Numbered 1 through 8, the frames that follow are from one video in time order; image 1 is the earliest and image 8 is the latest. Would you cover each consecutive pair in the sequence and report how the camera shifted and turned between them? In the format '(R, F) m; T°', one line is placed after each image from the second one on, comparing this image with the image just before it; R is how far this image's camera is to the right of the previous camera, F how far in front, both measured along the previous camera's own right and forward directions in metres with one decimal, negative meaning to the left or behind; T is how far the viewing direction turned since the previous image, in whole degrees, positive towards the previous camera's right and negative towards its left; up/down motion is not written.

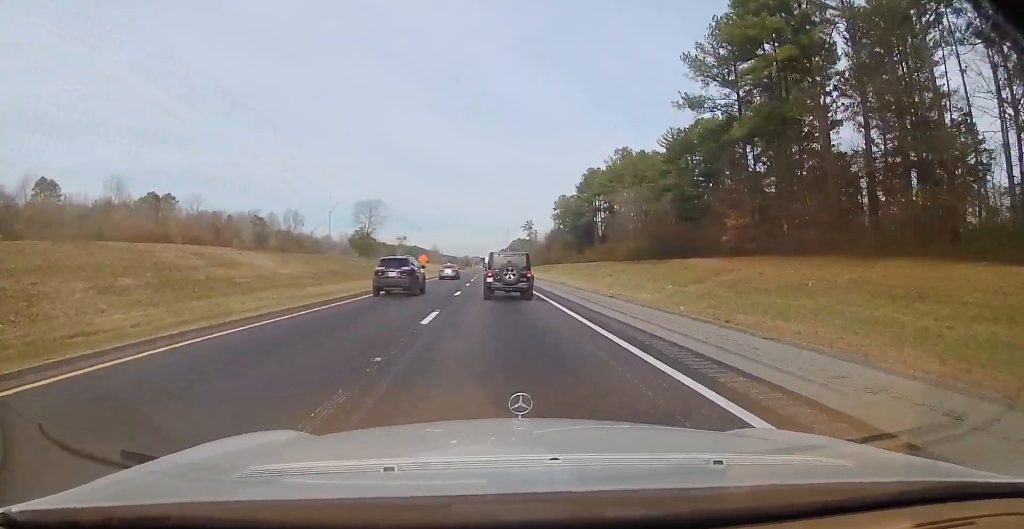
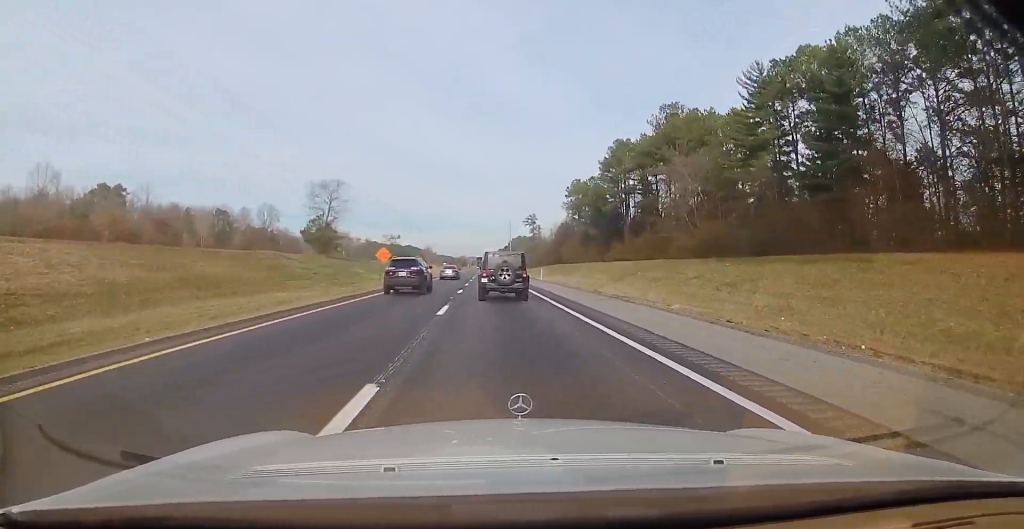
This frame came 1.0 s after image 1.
(0.0, +33.5) m; 0°
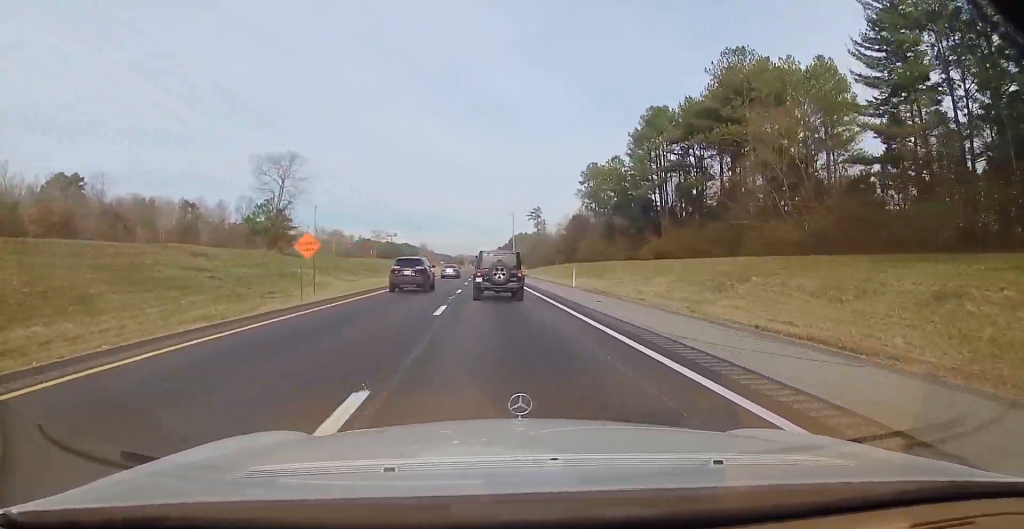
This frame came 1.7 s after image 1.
(-0.2, +24.5) m; 0°
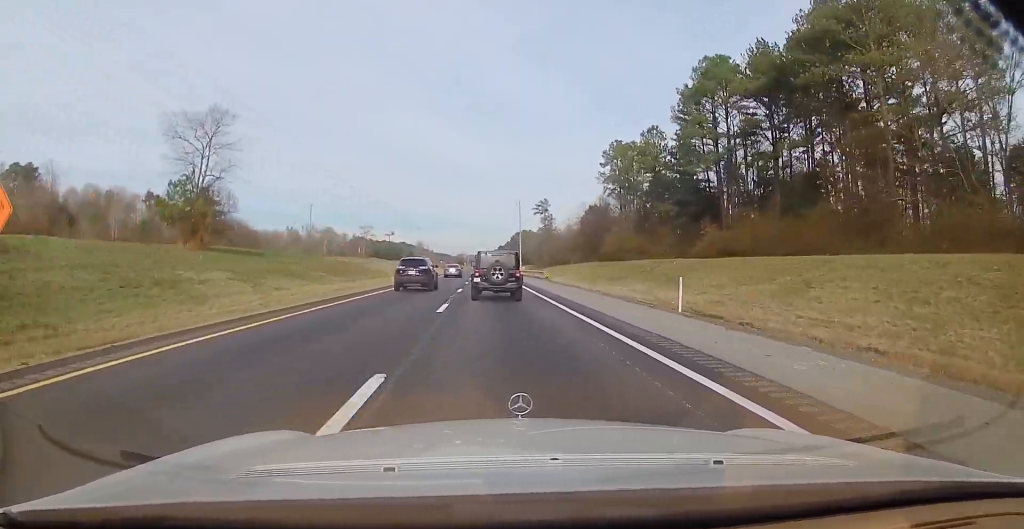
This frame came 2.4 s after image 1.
(+0.3, +23.4) m; 0°
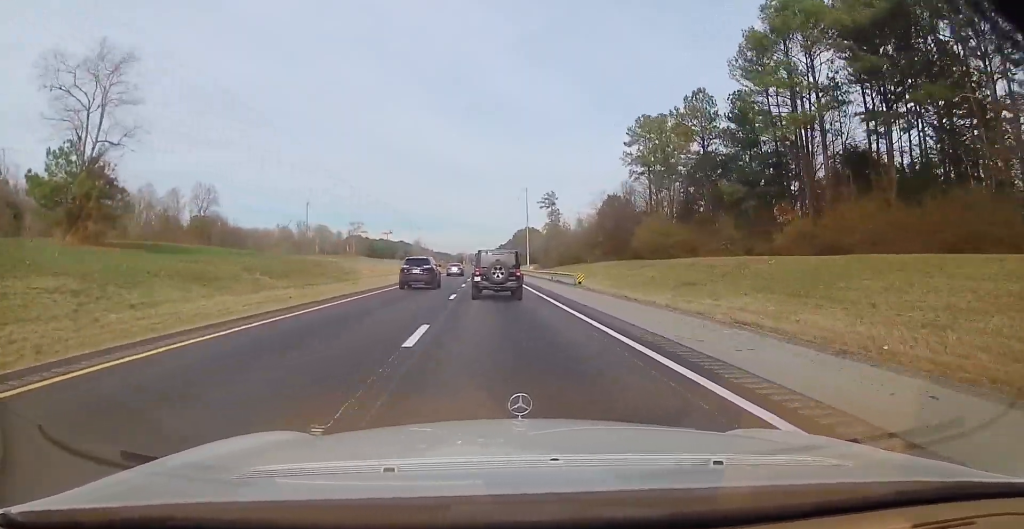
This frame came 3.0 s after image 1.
(-0.1, +18.8) m; 0°
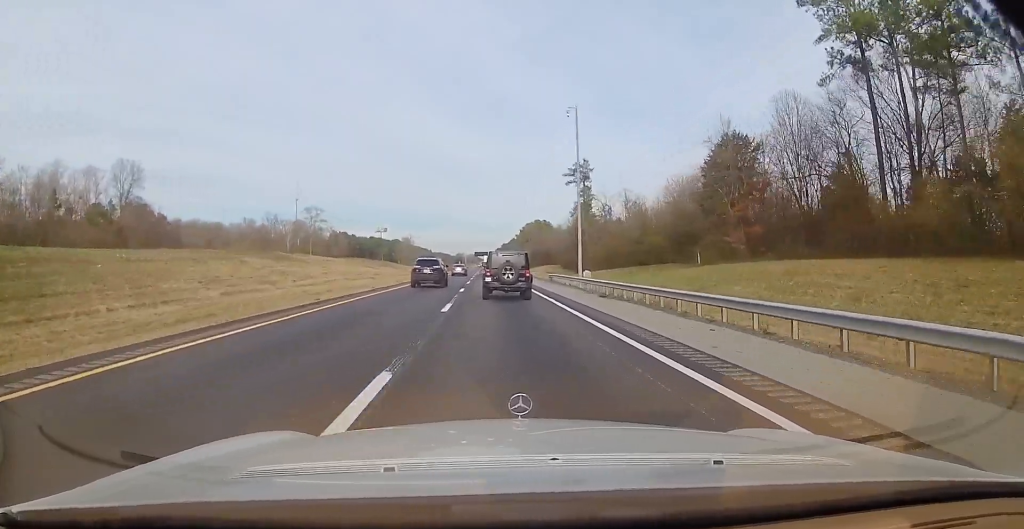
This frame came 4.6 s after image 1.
(+0.1, +53.6) m; +1°
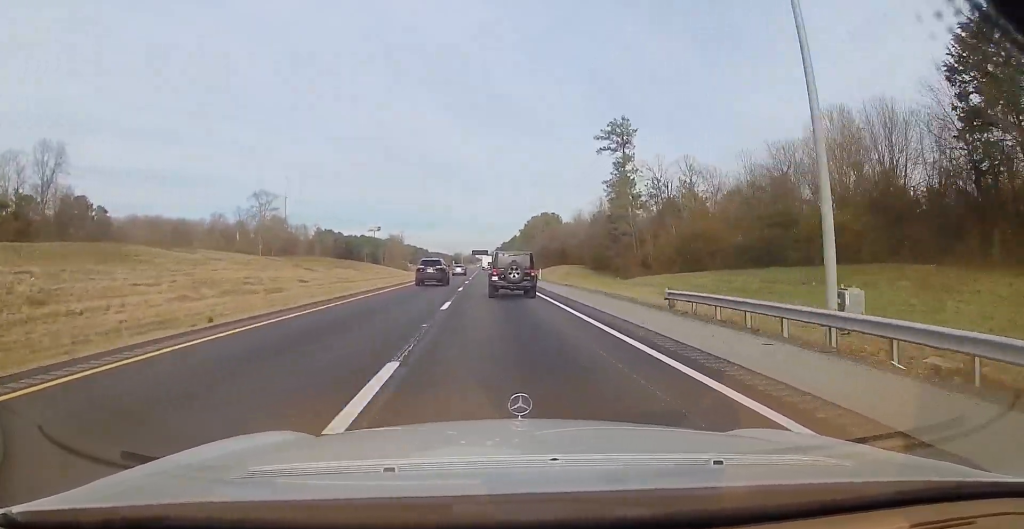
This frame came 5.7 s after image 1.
(+0.3, +35.7) m; 0°
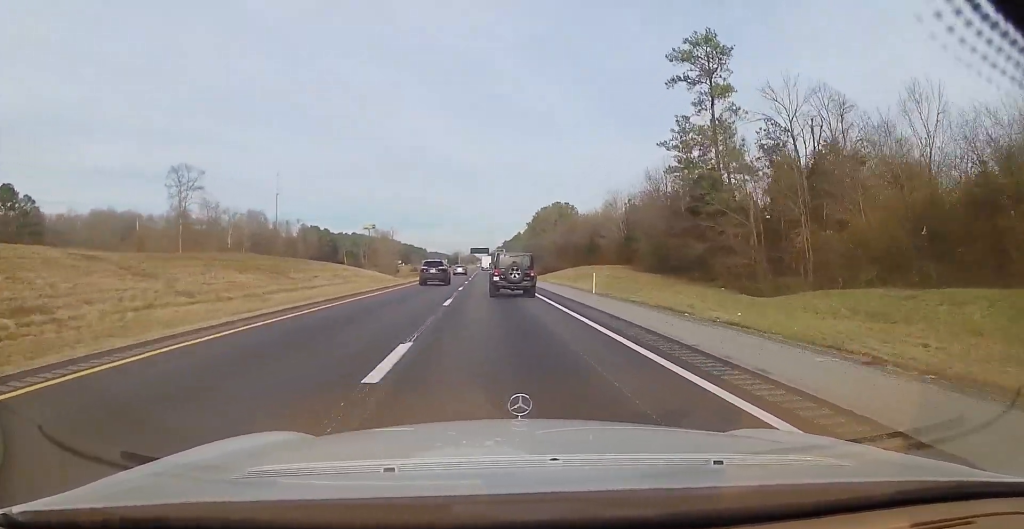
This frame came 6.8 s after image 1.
(-0.4, +34.6) m; -1°
